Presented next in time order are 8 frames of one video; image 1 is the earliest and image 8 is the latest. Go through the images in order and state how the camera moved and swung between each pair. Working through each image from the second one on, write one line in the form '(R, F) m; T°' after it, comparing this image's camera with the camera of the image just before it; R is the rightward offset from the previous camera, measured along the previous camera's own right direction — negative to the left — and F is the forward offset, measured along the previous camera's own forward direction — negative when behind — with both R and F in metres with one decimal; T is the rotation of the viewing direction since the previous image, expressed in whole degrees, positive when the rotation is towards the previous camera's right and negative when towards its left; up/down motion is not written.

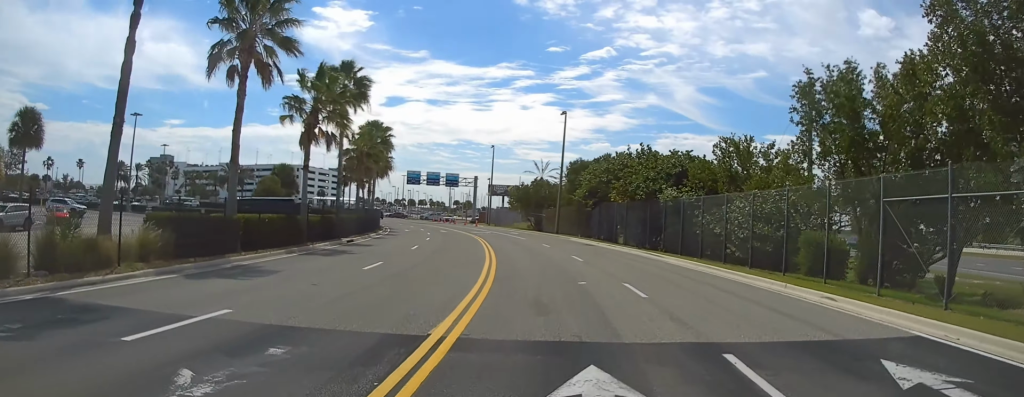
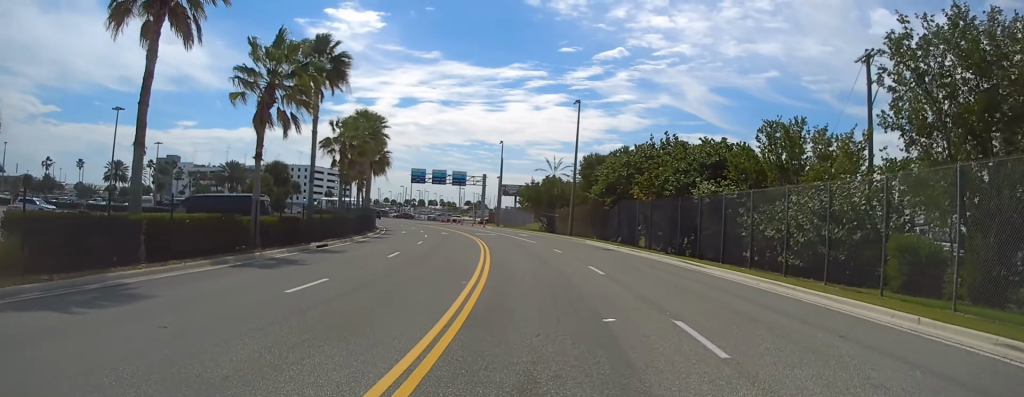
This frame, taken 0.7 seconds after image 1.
(0.0, +6.4) m; -2°
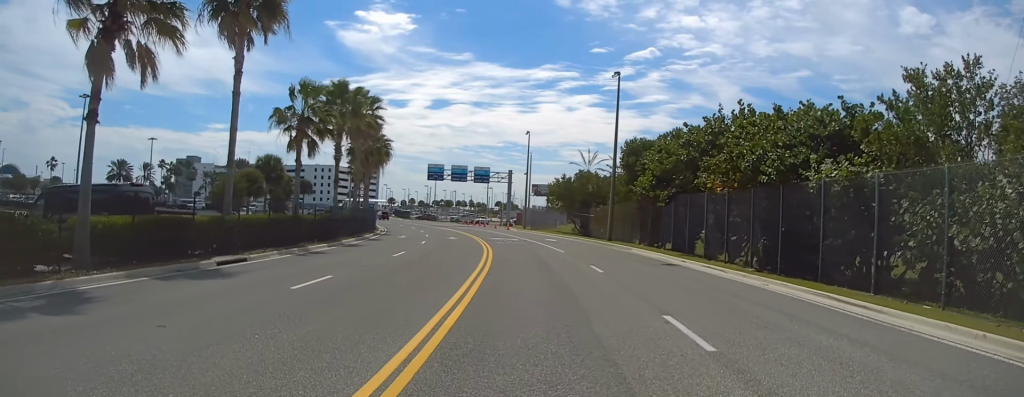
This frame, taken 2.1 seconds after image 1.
(-0.4, +11.7) m; -2°
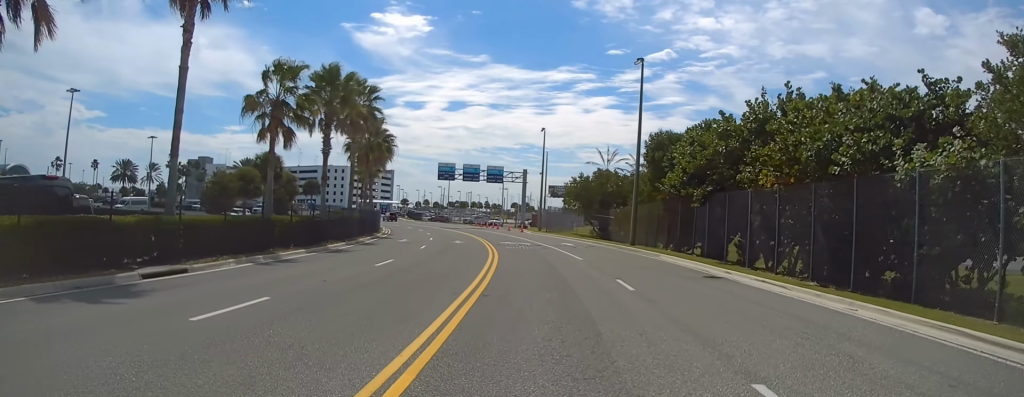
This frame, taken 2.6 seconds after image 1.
(0.0, +4.7) m; 0°
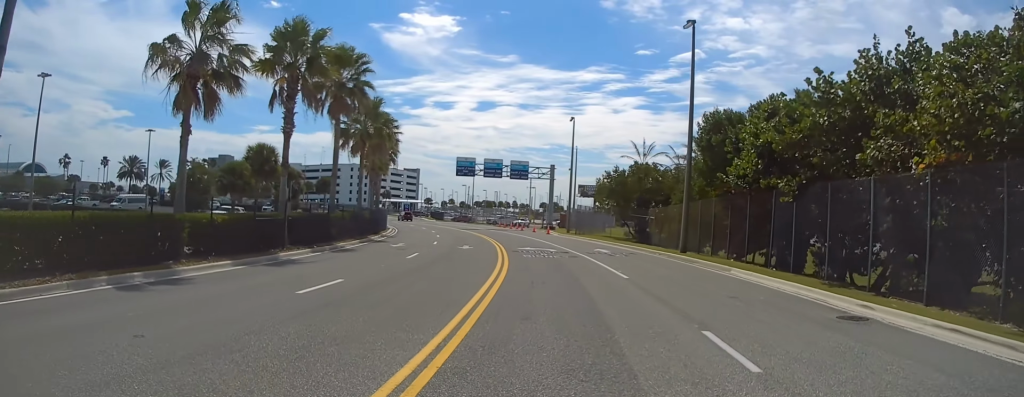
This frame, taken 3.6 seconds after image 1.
(-0.1, +8.5) m; -2°
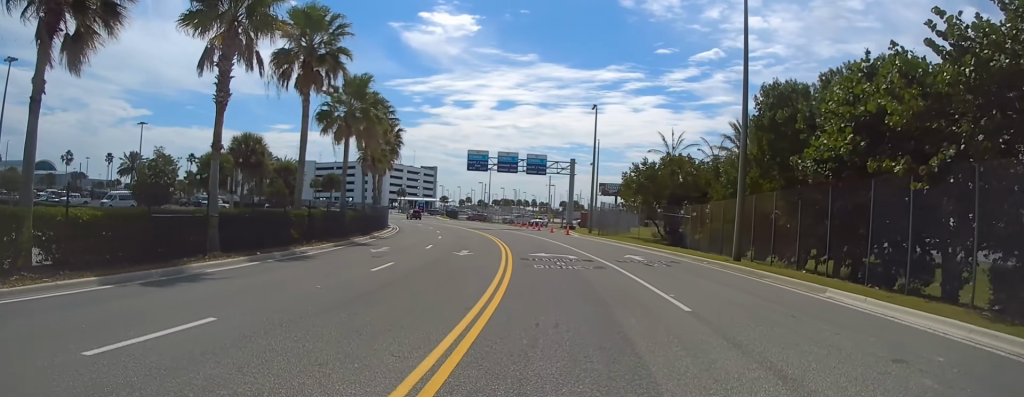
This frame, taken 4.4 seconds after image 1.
(-0.2, +7.1) m; -2°
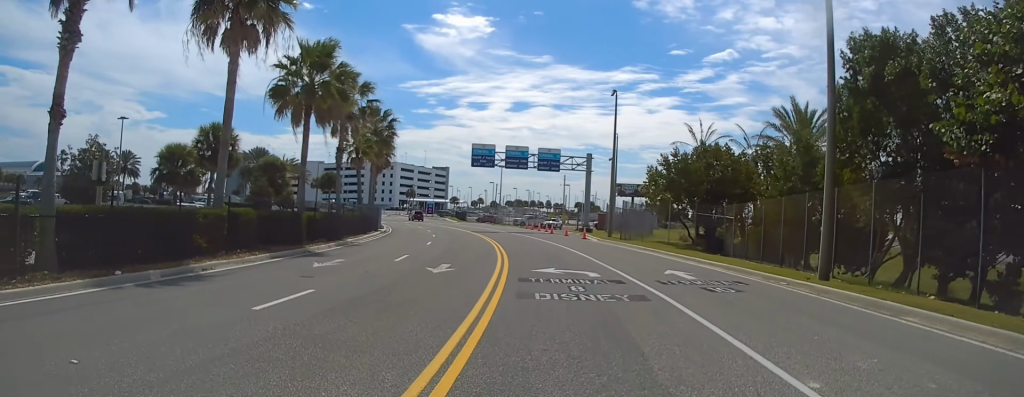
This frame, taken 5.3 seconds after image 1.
(-0.1, +8.0) m; -2°
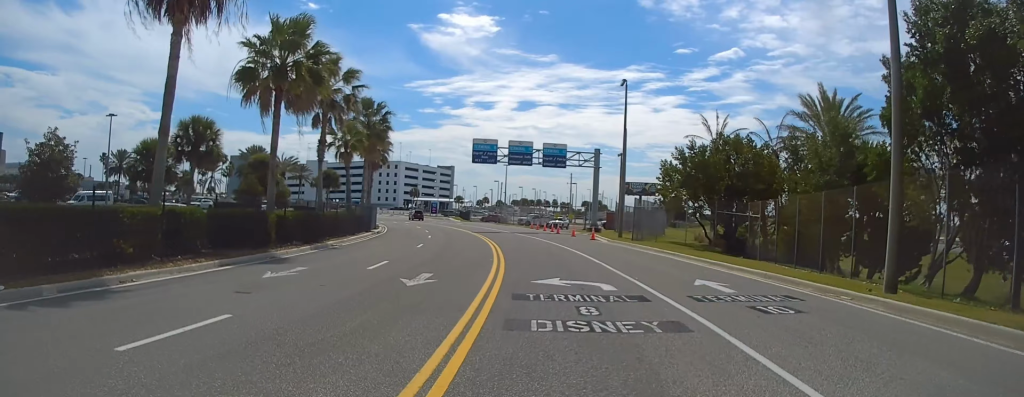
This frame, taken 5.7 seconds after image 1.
(+0.1, +3.9) m; -1°
